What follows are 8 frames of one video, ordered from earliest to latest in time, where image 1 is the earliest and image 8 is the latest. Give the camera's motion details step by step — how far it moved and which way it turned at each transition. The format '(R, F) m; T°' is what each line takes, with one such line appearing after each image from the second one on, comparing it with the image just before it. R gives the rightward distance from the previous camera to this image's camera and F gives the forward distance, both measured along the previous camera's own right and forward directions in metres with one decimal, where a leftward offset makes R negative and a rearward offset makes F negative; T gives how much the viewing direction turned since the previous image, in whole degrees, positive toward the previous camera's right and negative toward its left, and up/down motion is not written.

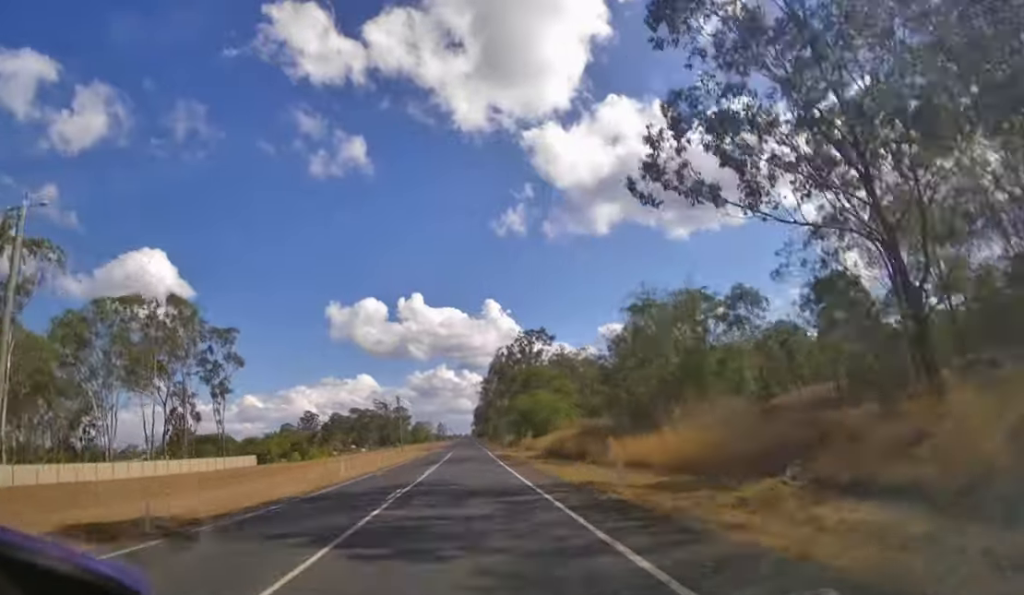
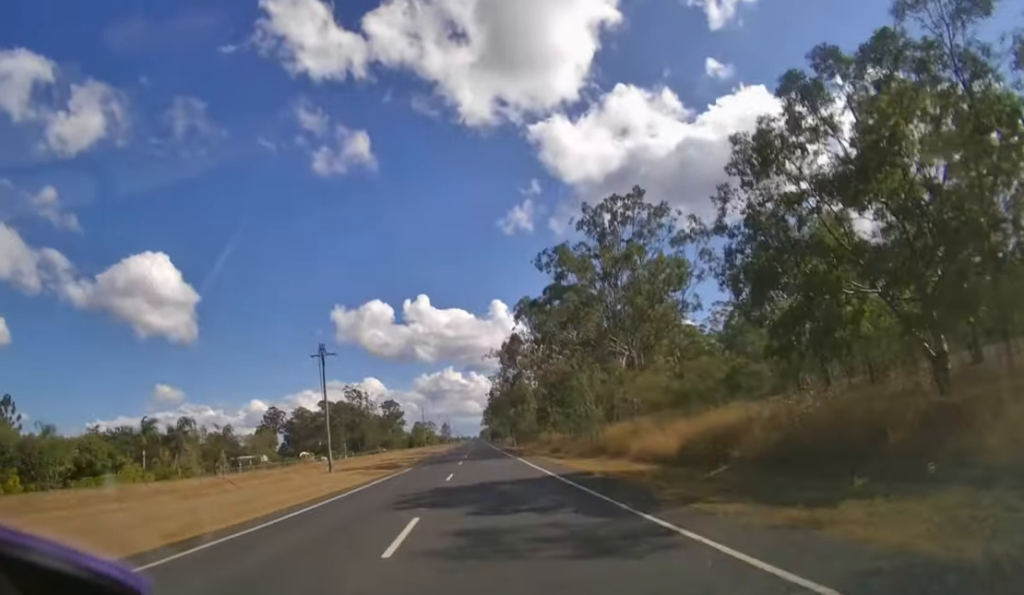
(-0.2, +70.0) m; -1°
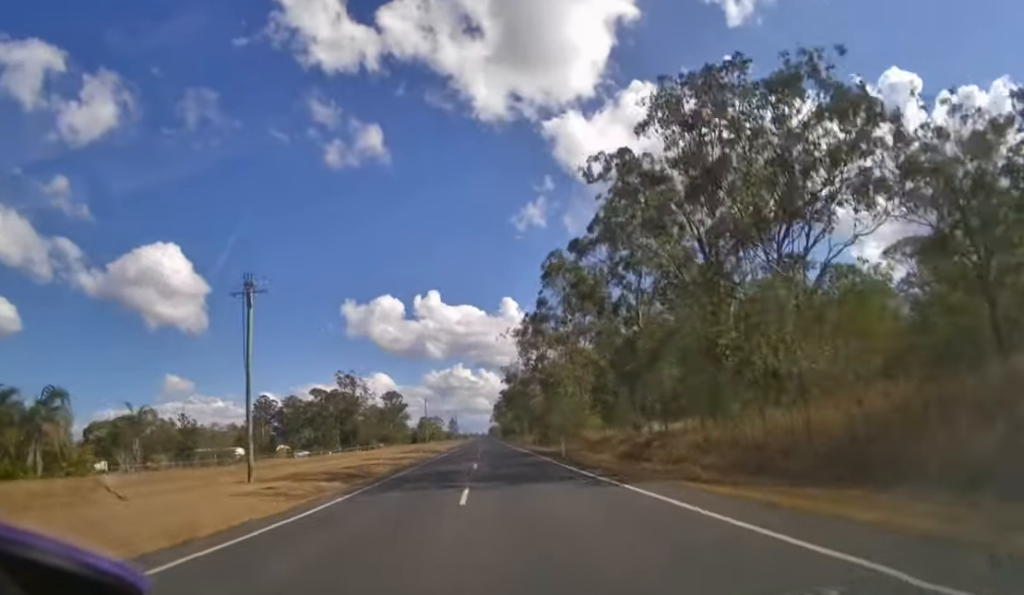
(-0.1, +18.9) m; 0°
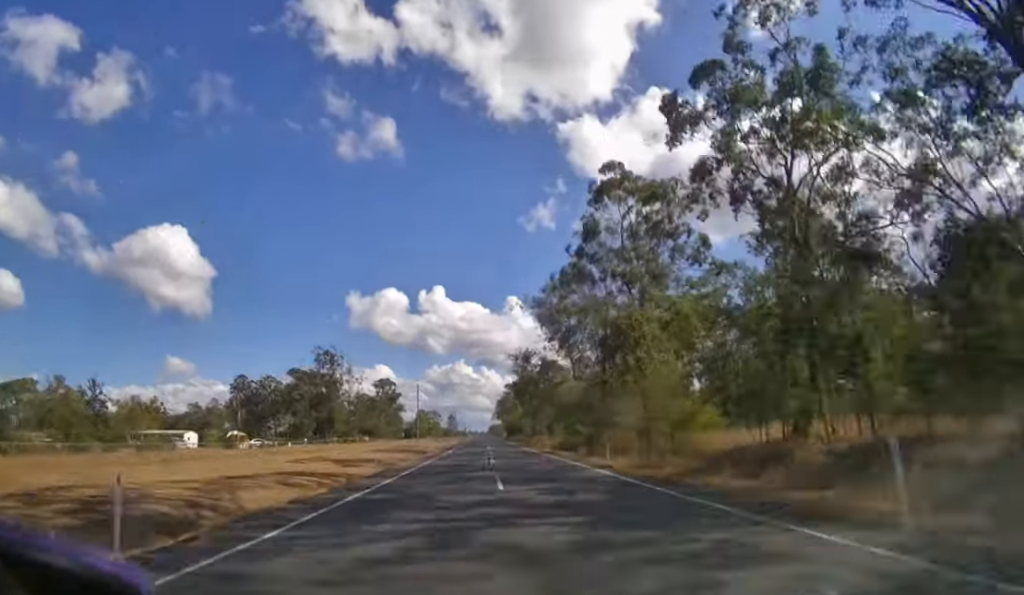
(-0.1, +20.2) m; 0°
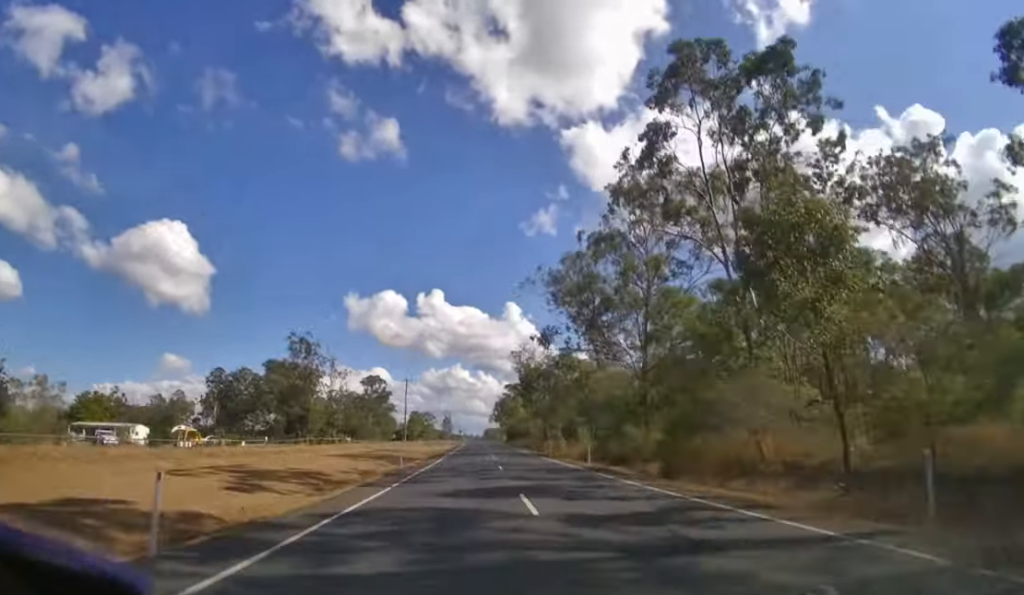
(0.0, +13.1) m; 0°
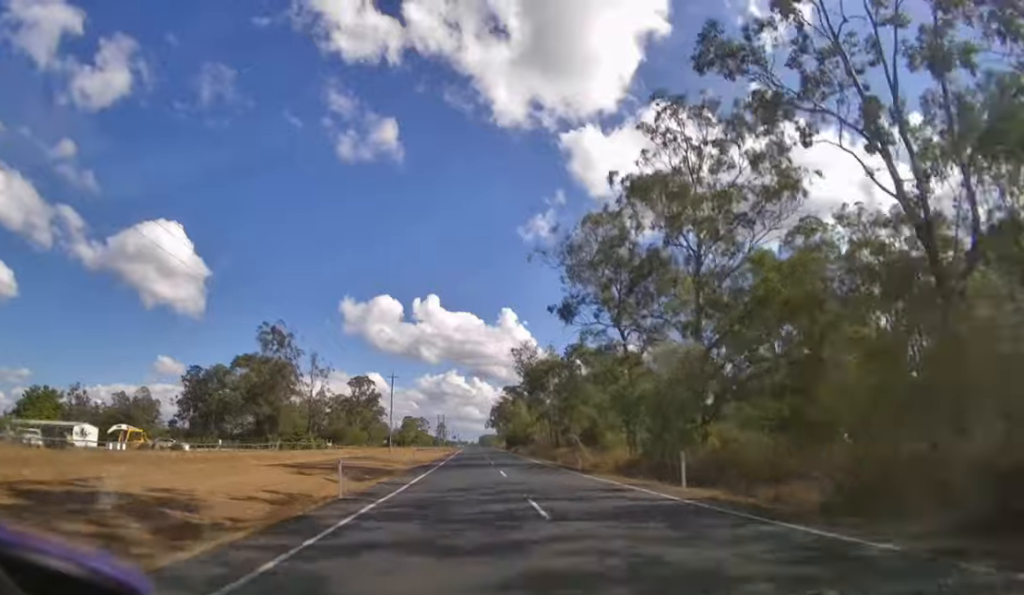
(0.0, +10.0) m; 0°
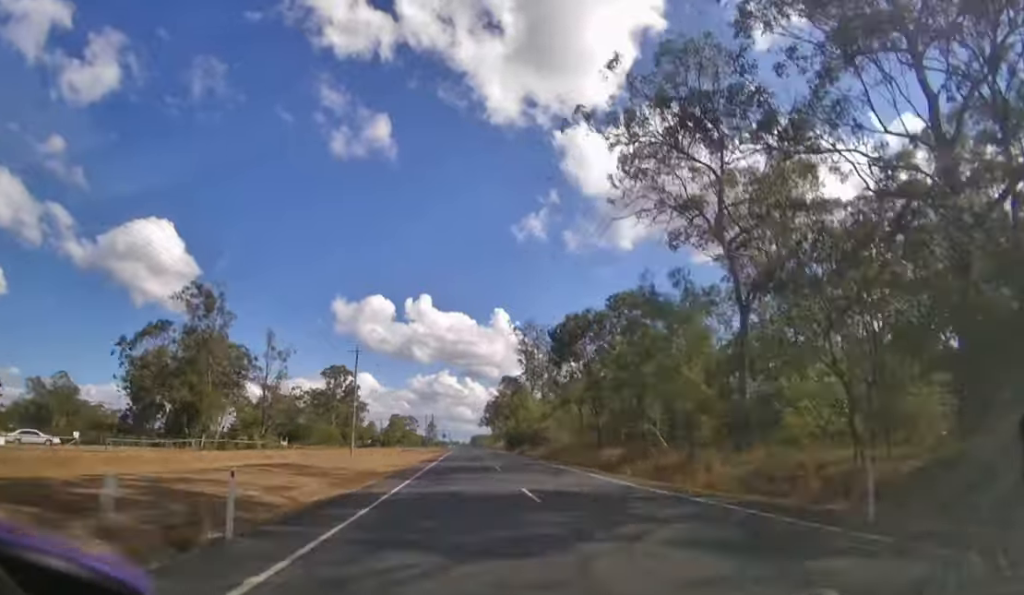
(+0.1, +18.4) m; +1°
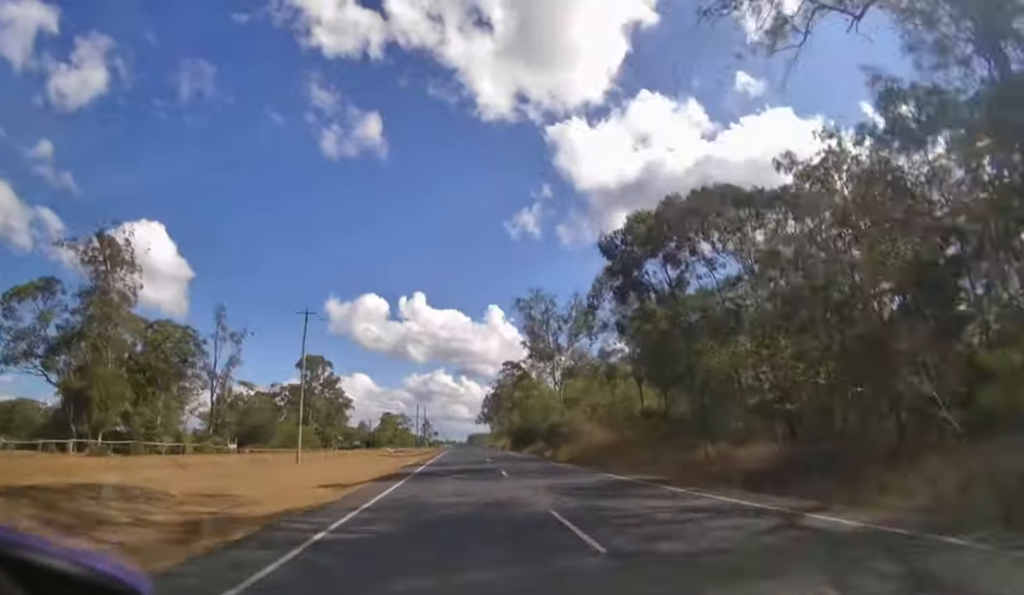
(+0.1, +15.8) m; 0°
